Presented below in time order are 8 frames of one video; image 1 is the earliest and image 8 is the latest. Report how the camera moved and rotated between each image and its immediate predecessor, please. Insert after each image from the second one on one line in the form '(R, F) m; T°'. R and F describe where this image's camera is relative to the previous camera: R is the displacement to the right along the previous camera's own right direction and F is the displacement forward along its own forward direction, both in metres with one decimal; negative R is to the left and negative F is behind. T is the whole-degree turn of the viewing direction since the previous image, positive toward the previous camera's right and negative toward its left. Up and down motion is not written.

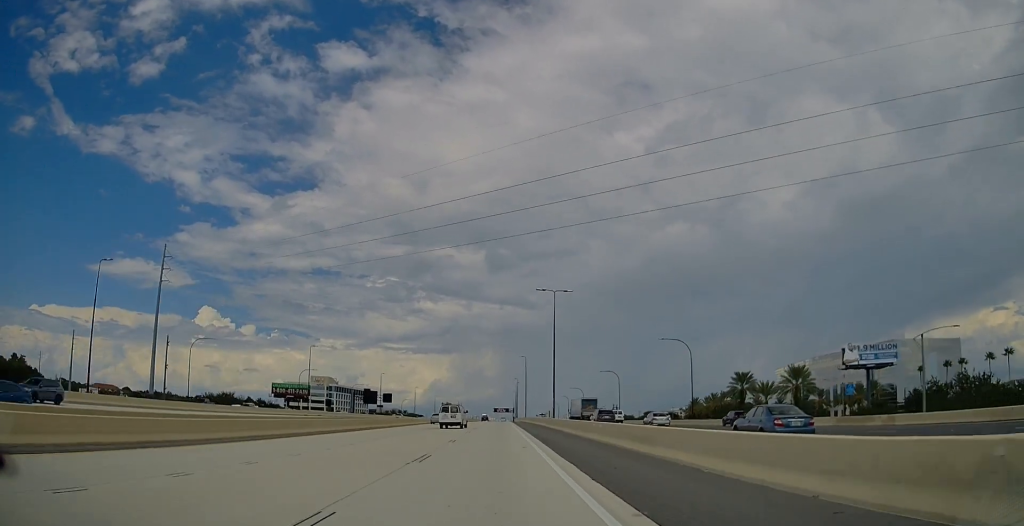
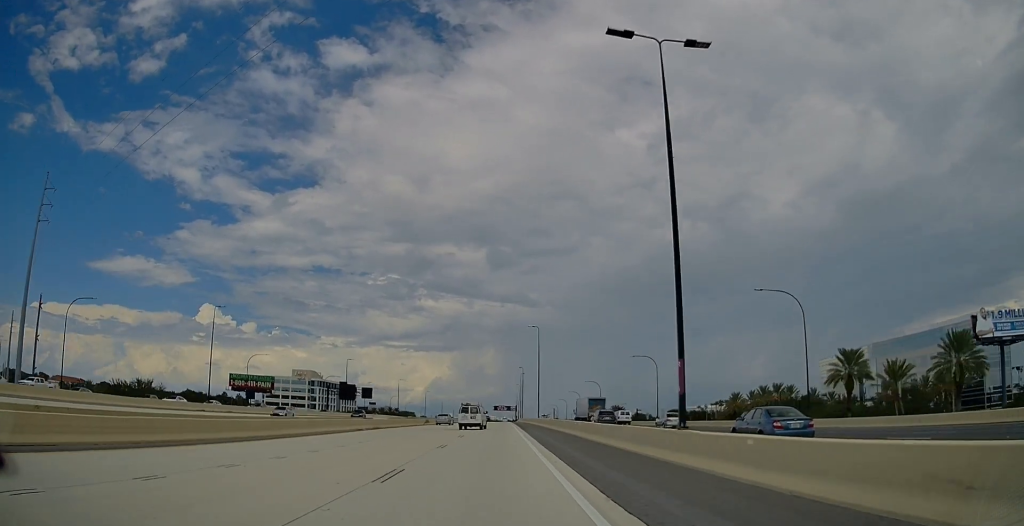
(0.0, +41.8) m; 0°
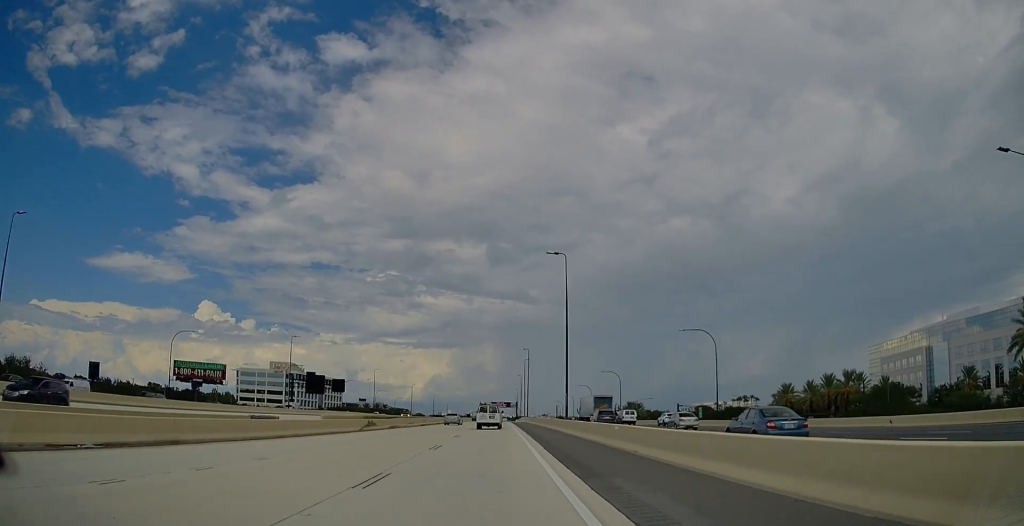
(+0.2, +37.6) m; 0°
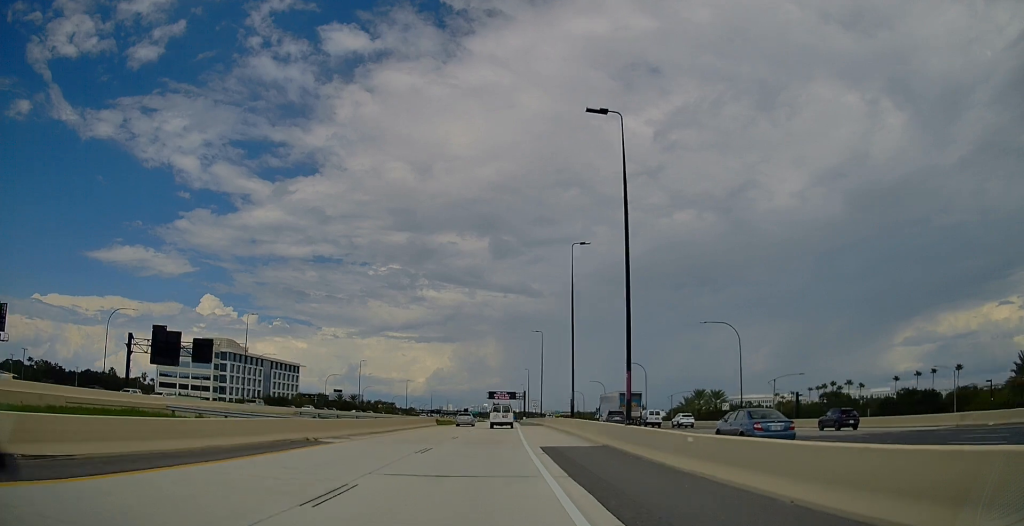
(-0.3, +88.6) m; 0°
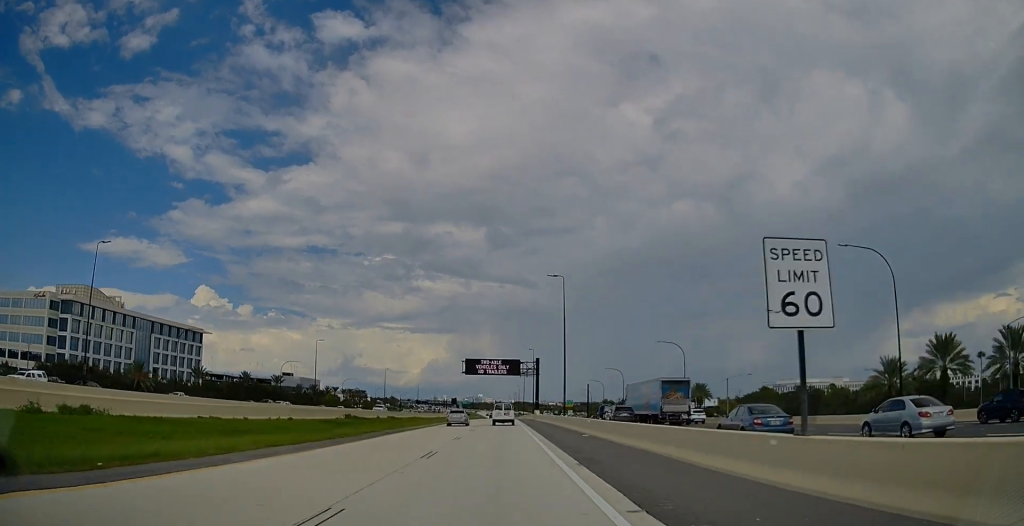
(+0.3, +100.6) m; +1°
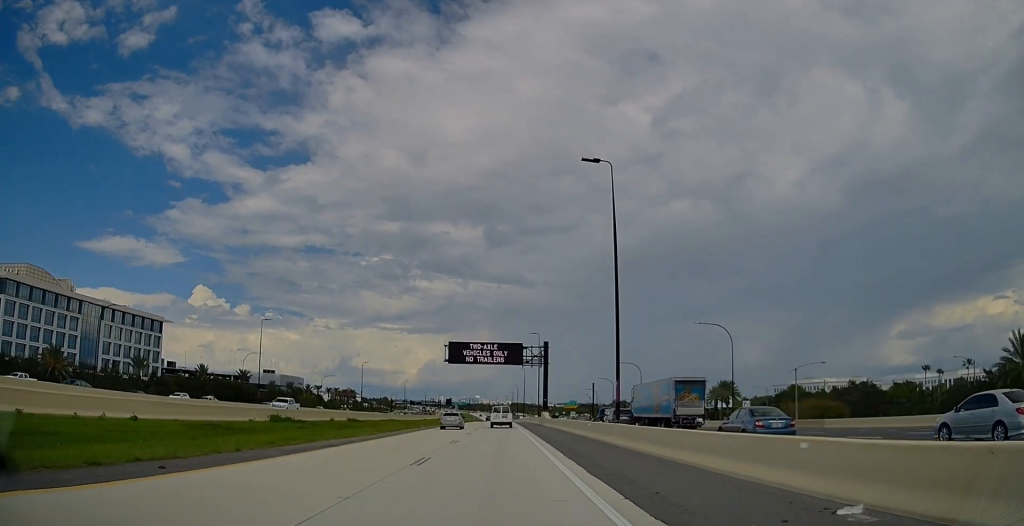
(+0.1, +25.9) m; 0°
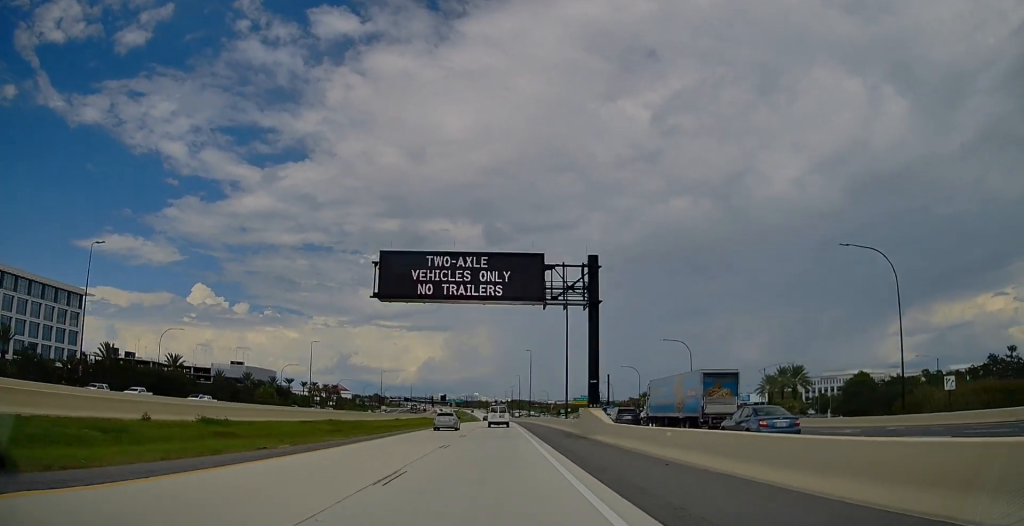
(+0.1, +41.2) m; 0°
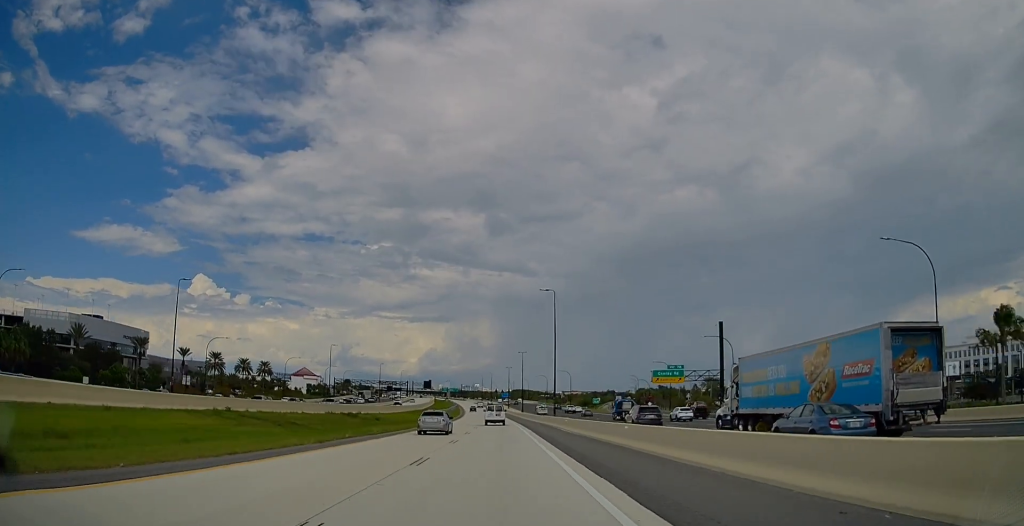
(-0.2, +117.5) m; 0°
